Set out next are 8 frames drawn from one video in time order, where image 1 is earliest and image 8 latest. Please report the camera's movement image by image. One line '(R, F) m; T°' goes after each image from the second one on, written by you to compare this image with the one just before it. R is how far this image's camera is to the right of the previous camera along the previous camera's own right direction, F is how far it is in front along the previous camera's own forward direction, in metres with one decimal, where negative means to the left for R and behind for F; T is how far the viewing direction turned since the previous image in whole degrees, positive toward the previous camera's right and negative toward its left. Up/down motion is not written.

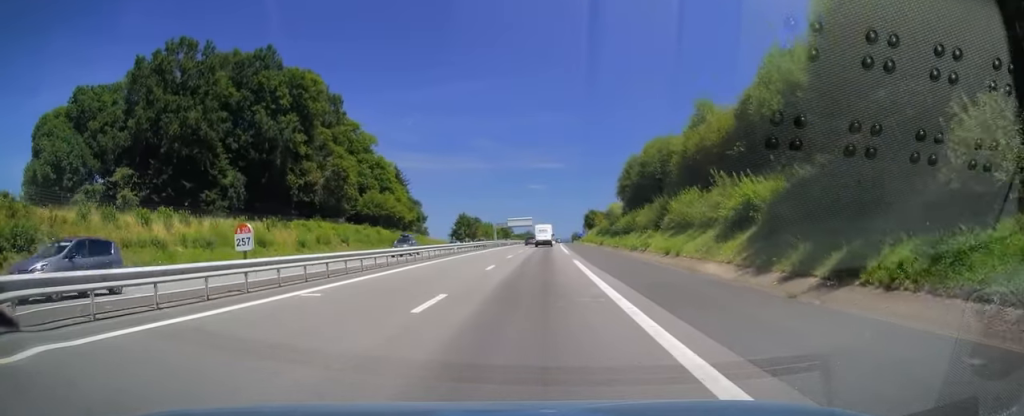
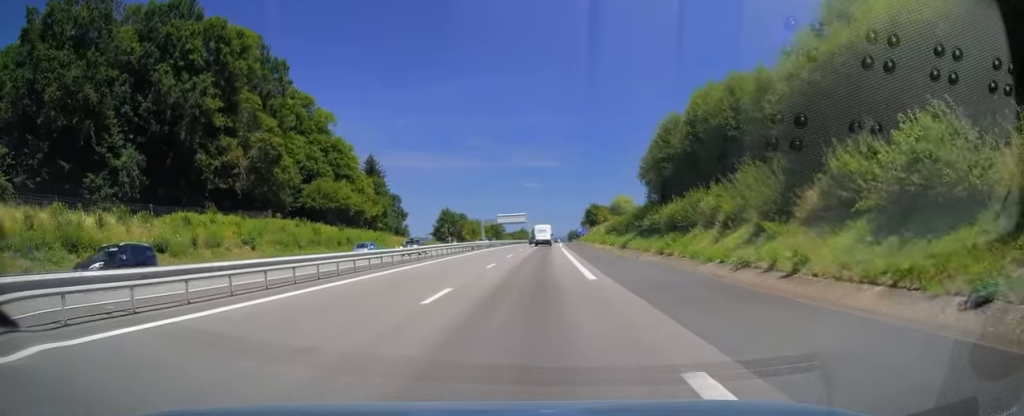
(+0.1, +24.7) m; 0°
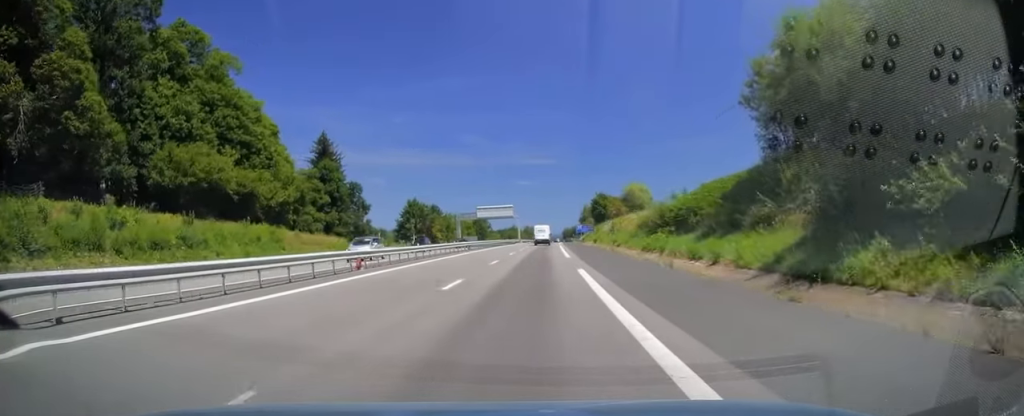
(+0.1, +36.1) m; 0°
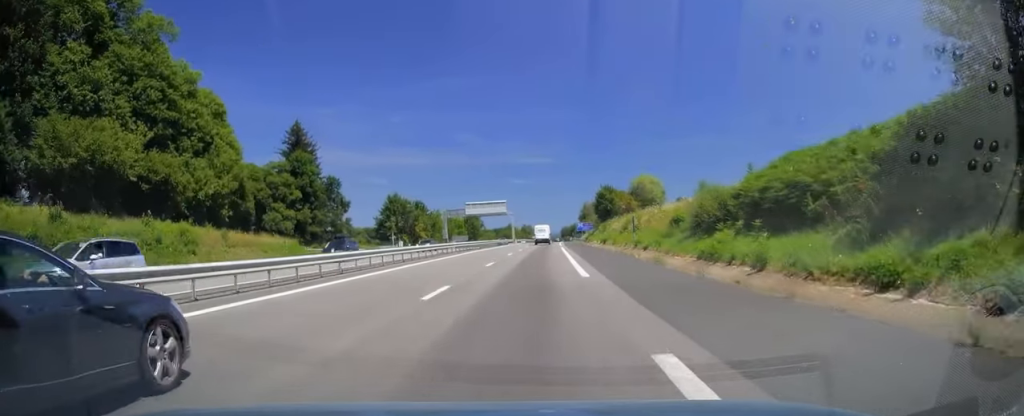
(0.0, +15.3) m; 0°
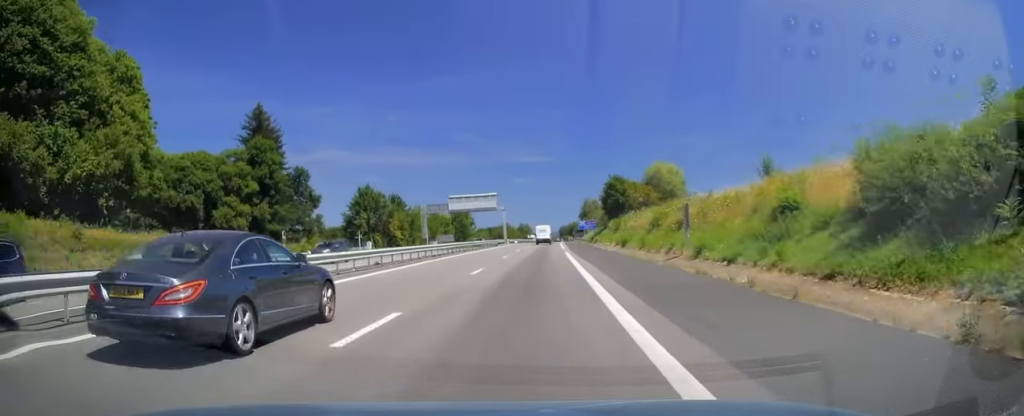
(0.0, +18.3) m; 0°
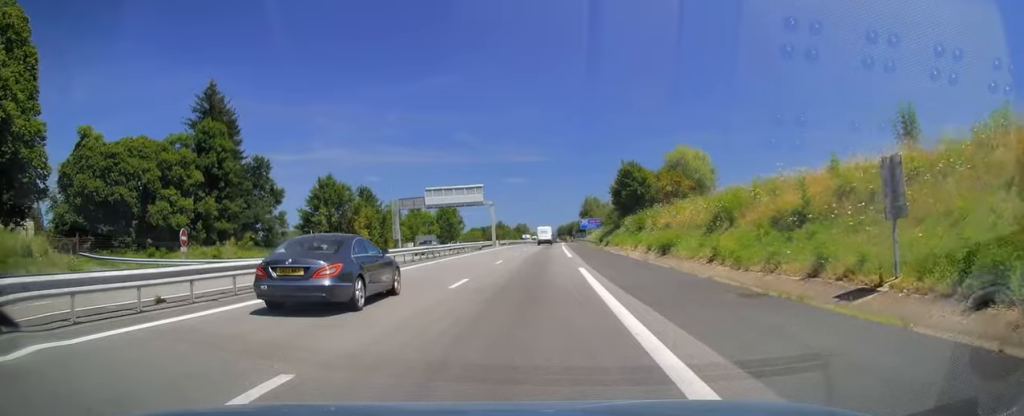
(+0.1, +17.9) m; +1°
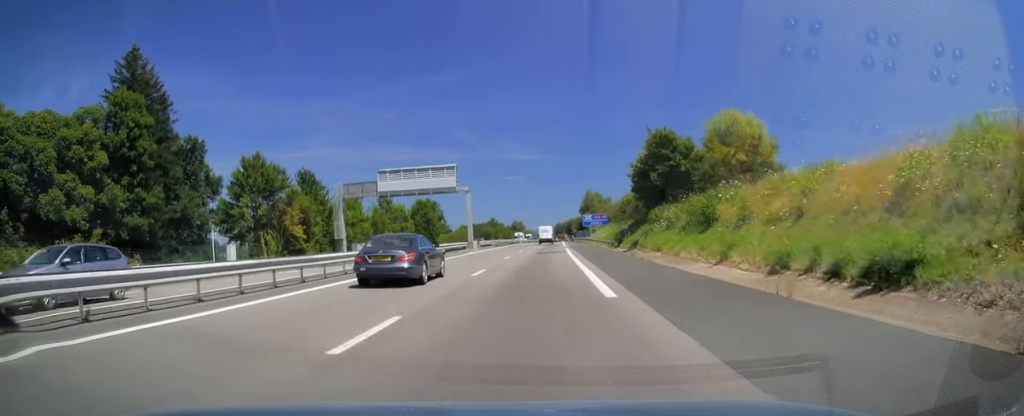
(+0.1, +21.8) m; 0°
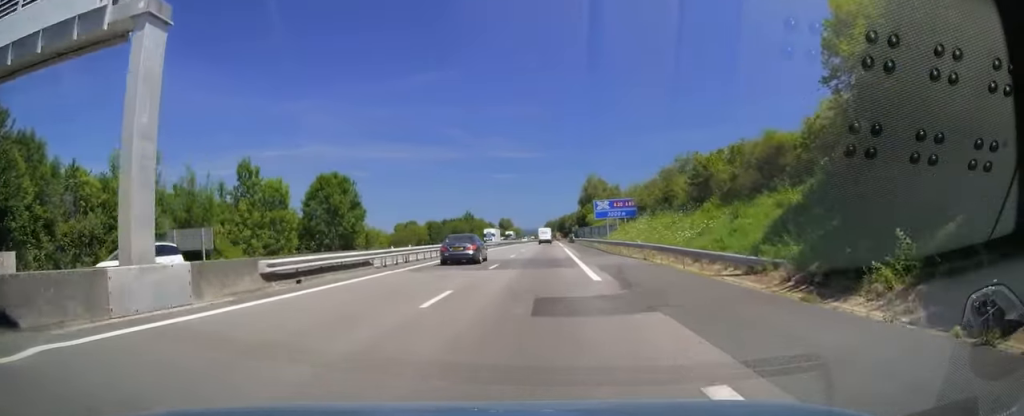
(0.0, +47.6) m; 0°
